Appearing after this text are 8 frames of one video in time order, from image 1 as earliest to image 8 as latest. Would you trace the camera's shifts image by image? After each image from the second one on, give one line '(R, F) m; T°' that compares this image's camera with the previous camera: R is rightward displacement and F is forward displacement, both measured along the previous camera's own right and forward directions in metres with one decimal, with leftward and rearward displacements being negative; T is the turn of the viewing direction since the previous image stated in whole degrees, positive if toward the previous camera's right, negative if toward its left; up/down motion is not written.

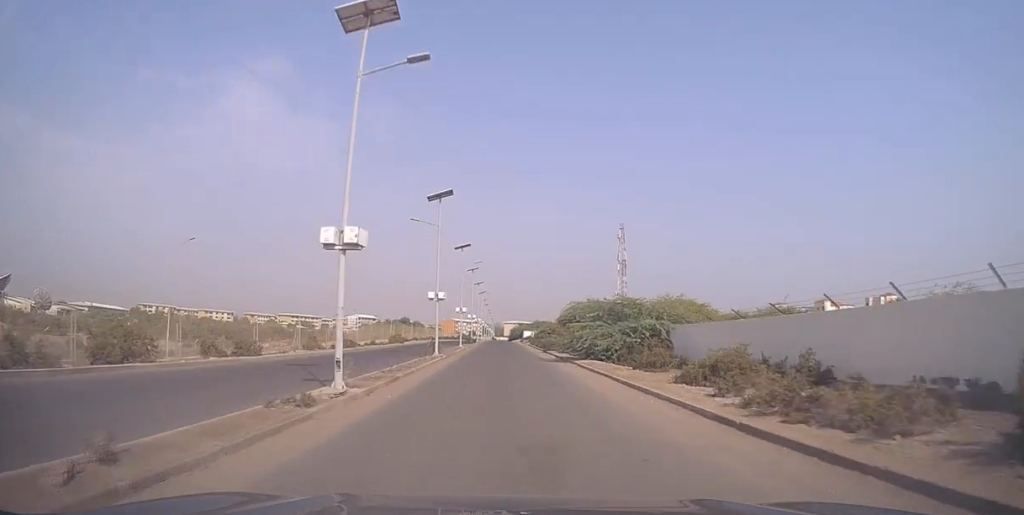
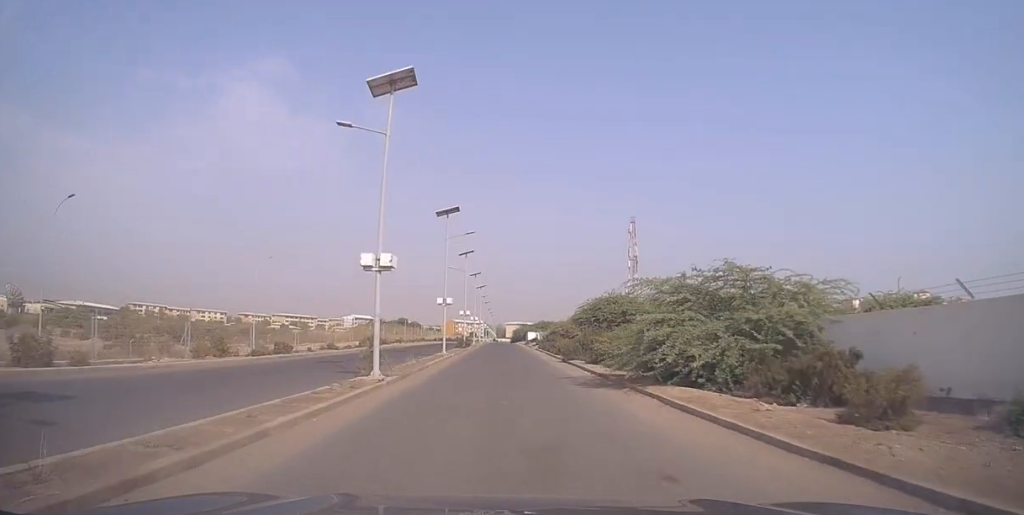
(+0.3, +16.1) m; +1°
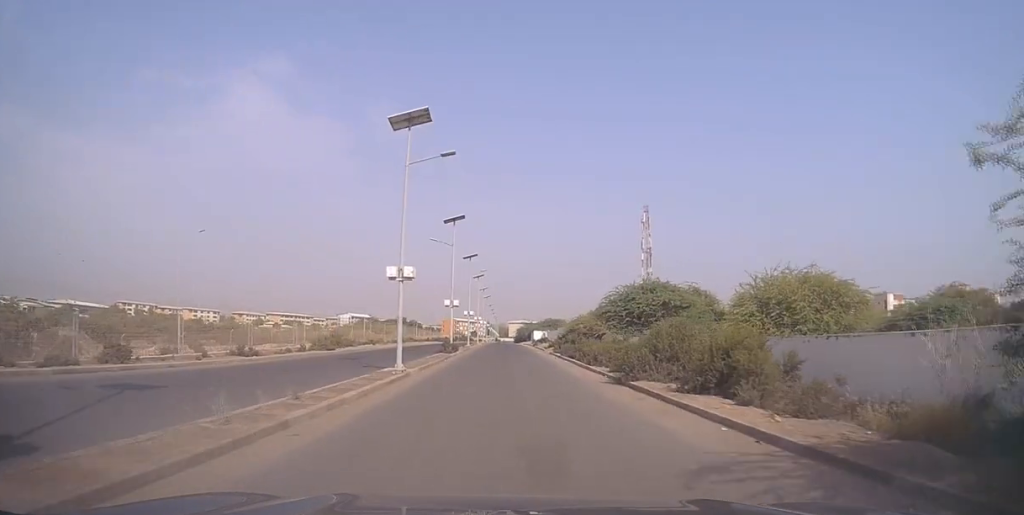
(+0.1, +16.8) m; -1°
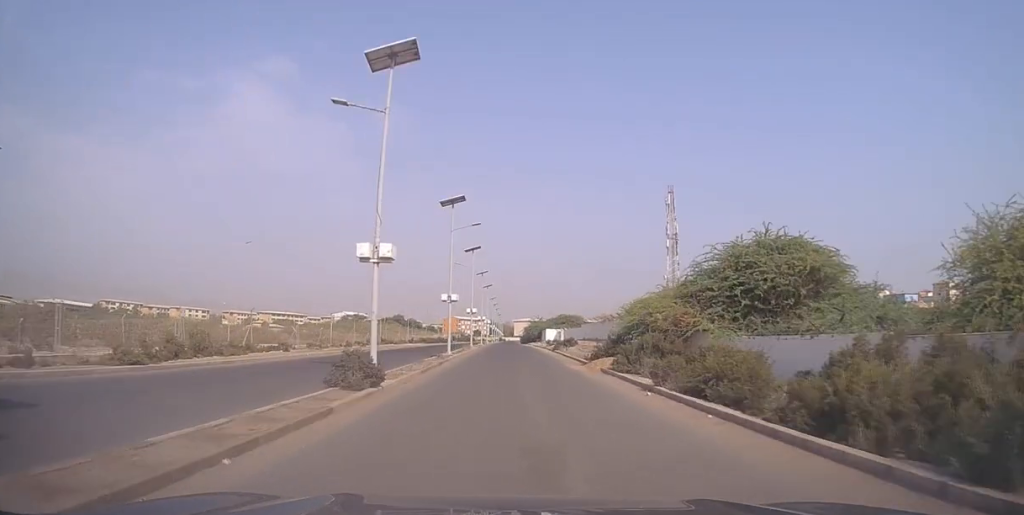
(-0.6, +25.4) m; 0°
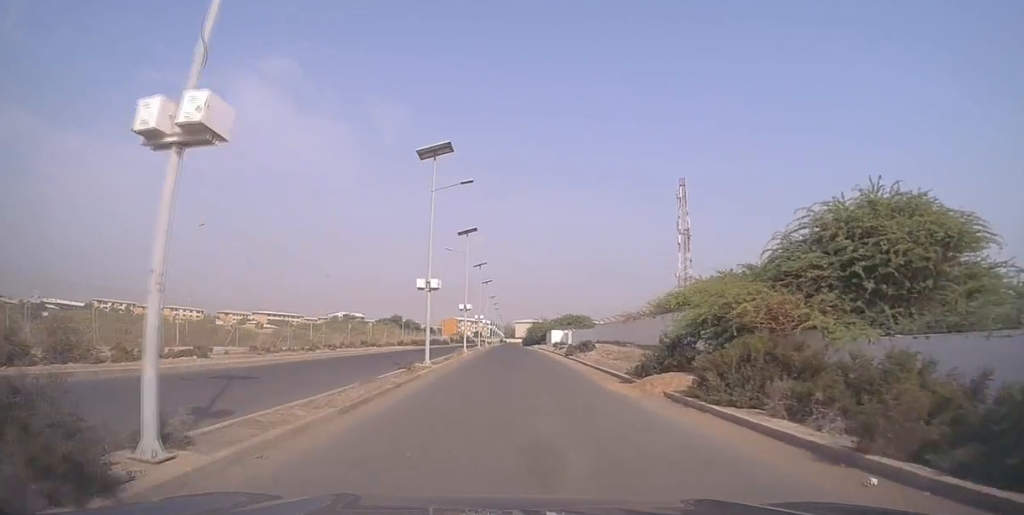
(+0.2, +10.4) m; +1°
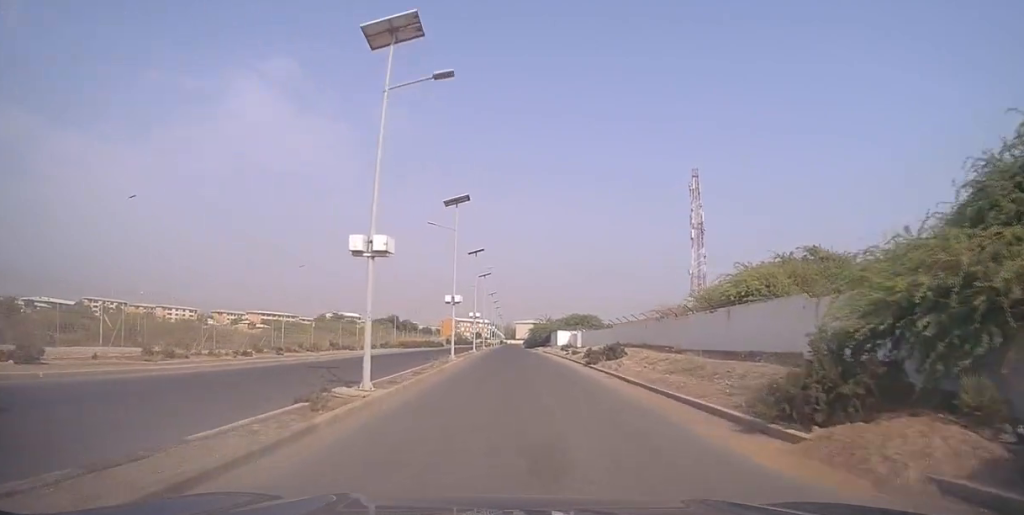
(+0.1, +11.0) m; 0°
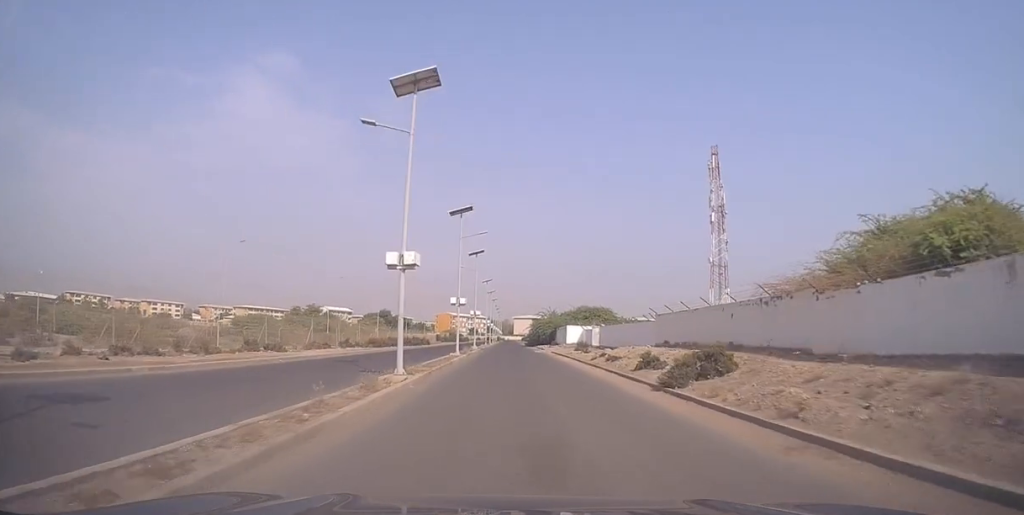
(0.0, +16.4) m; -1°
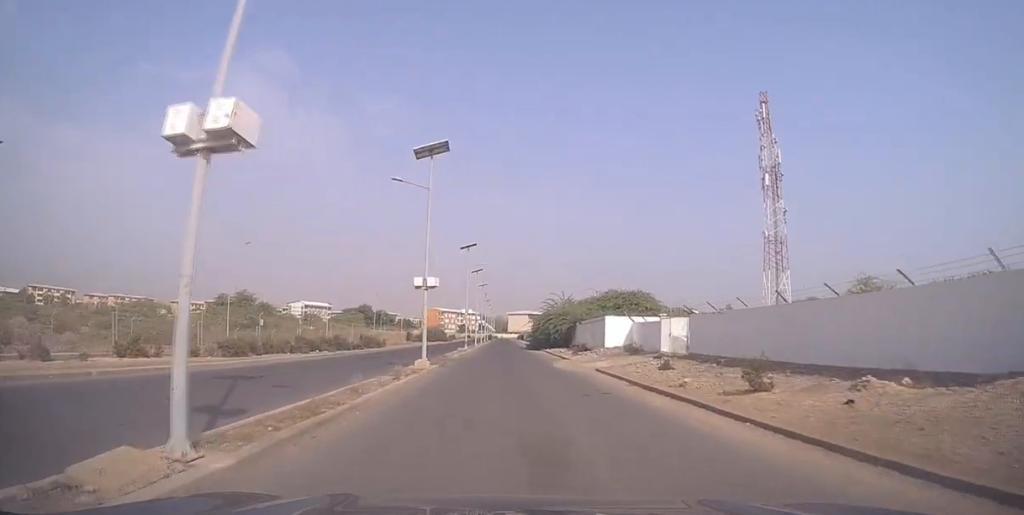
(0.0, +31.7) m; 0°
